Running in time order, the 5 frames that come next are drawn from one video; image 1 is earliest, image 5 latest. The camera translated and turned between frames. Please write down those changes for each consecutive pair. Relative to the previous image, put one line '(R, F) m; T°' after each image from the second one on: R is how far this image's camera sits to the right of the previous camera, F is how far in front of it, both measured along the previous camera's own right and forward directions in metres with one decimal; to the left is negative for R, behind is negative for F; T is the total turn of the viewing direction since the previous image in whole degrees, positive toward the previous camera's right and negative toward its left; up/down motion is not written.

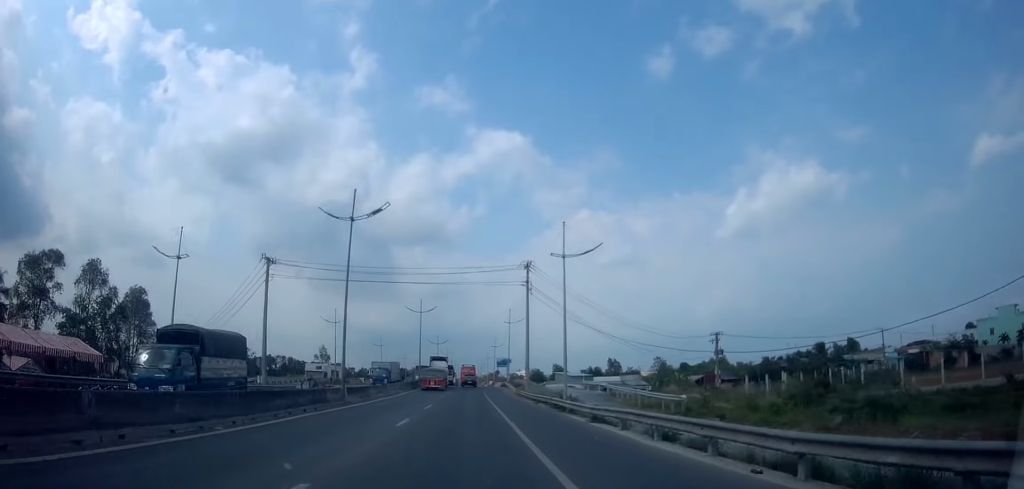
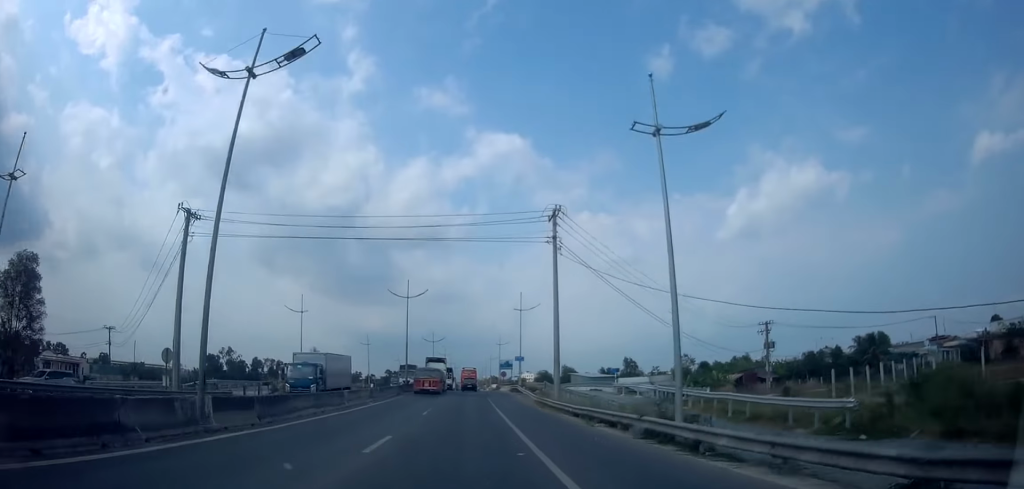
(+0.1, +14.6) m; +1°
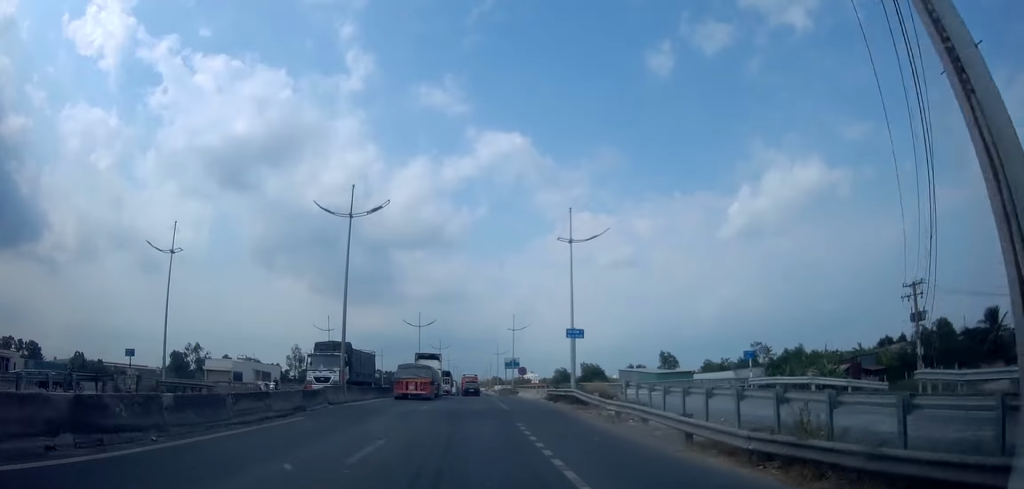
(+0.3, +26.1) m; +1°
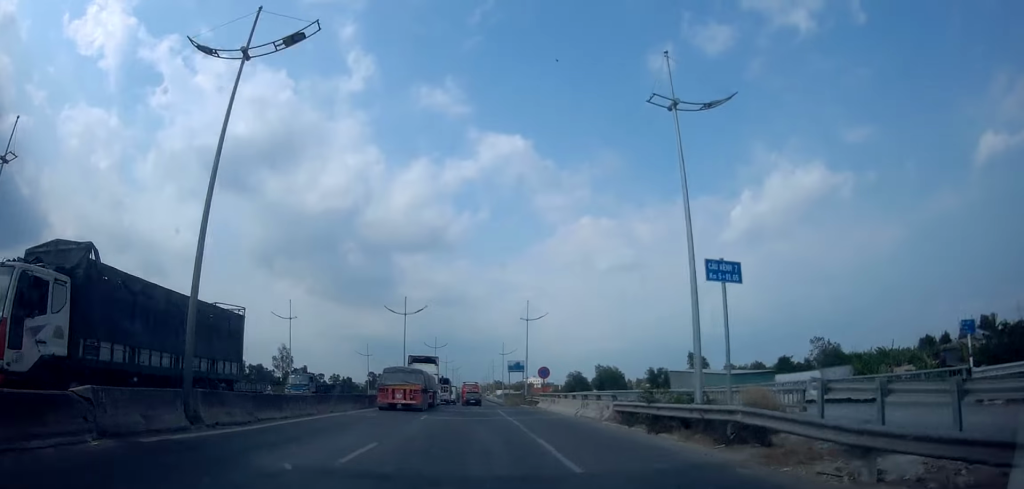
(-0.2, +14.4) m; -2°
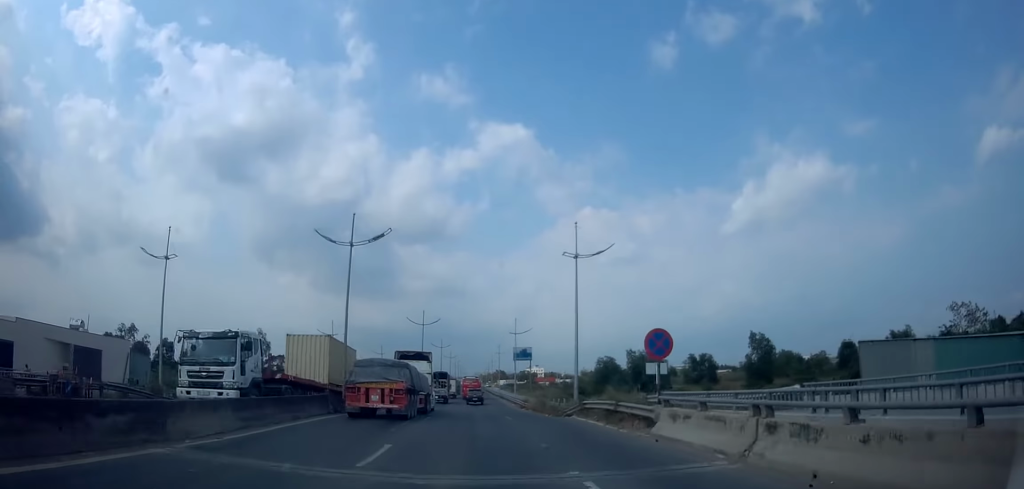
(+0.2, +23.1) m; +1°
